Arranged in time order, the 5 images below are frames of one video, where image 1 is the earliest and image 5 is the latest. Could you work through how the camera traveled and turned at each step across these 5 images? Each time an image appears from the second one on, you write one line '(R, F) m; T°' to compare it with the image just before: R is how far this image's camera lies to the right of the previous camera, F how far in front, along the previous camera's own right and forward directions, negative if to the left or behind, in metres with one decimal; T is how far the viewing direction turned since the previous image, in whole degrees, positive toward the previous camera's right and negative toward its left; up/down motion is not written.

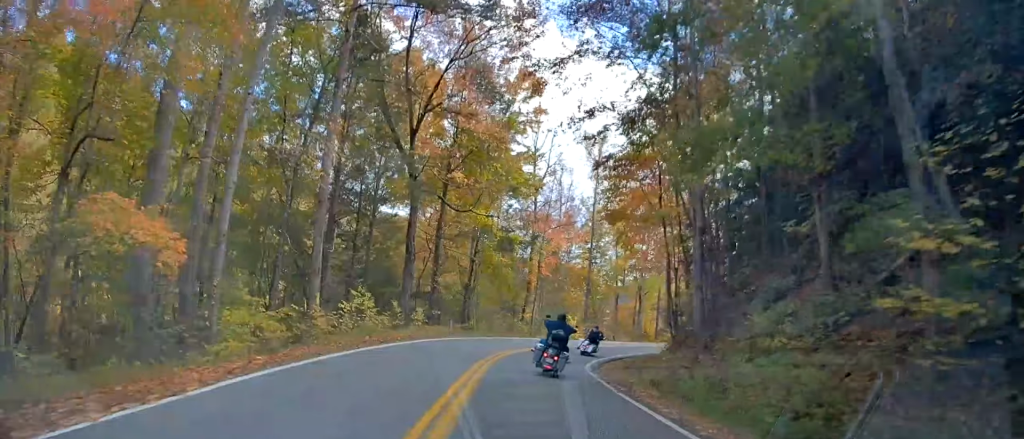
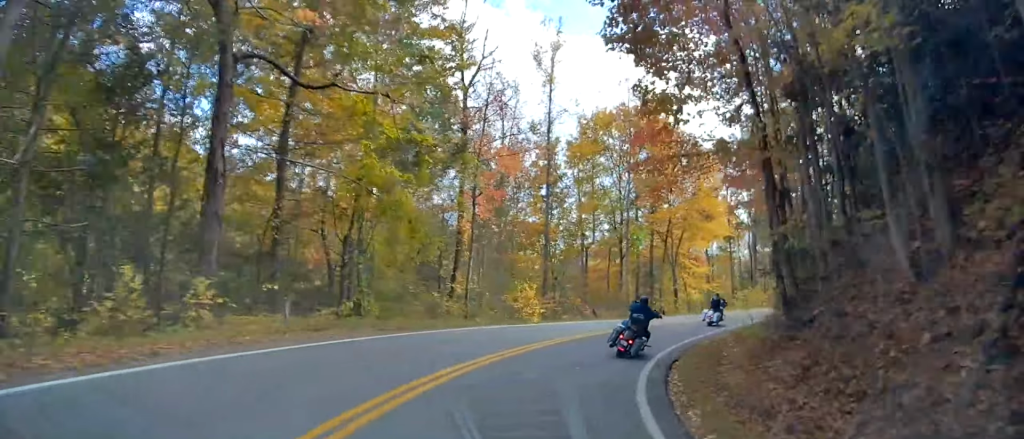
(-0.1, +19.9) m; +4°
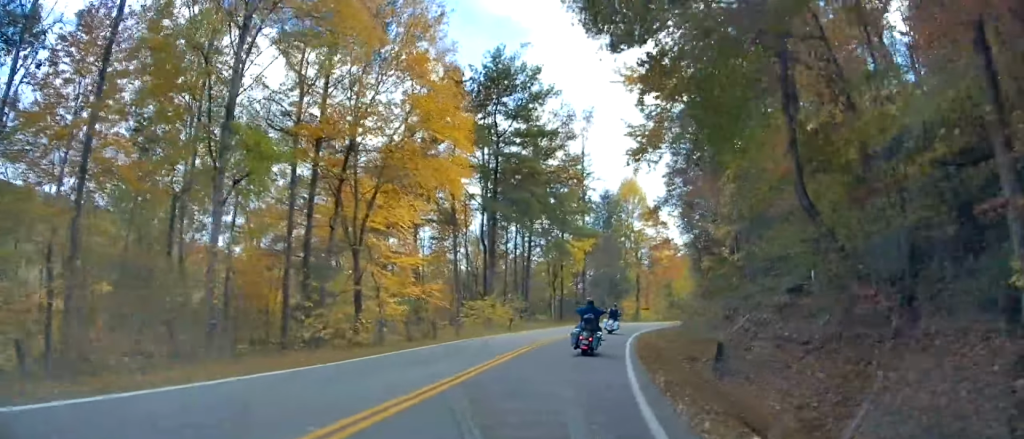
(+5.7, +28.8) m; +23°
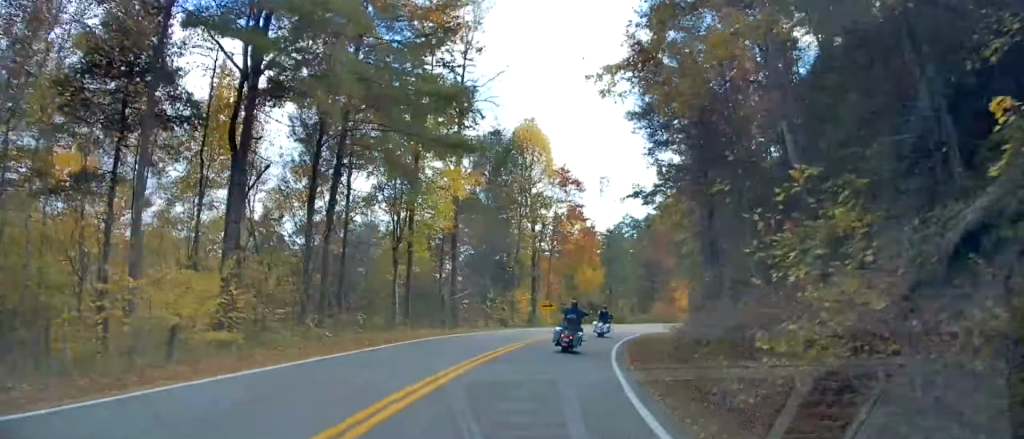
(+4.4, +28.0) m; +15°
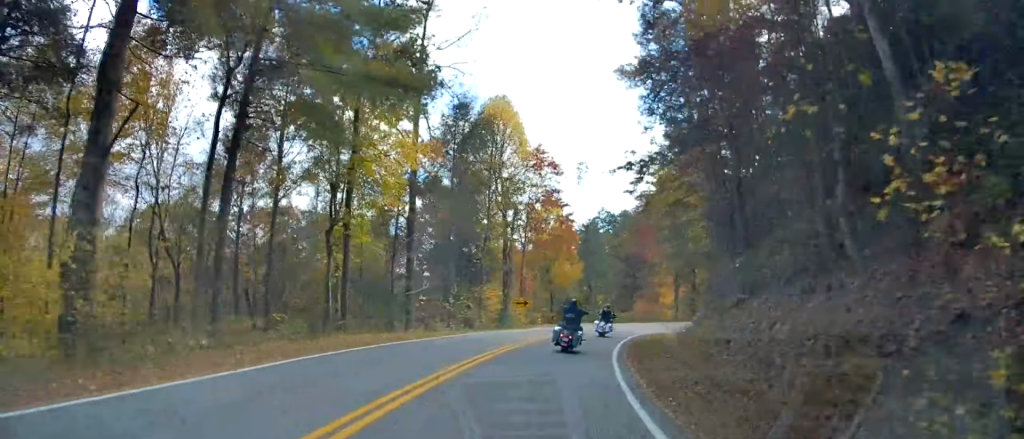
(+0.1, +6.9) m; +2°
